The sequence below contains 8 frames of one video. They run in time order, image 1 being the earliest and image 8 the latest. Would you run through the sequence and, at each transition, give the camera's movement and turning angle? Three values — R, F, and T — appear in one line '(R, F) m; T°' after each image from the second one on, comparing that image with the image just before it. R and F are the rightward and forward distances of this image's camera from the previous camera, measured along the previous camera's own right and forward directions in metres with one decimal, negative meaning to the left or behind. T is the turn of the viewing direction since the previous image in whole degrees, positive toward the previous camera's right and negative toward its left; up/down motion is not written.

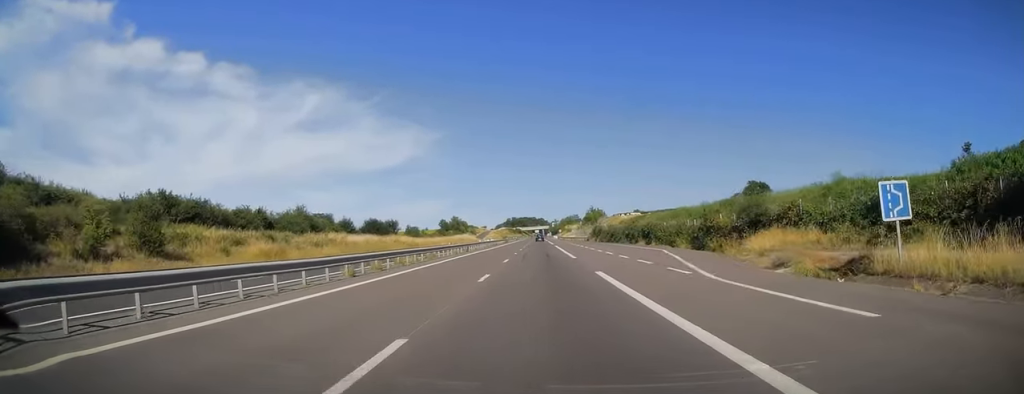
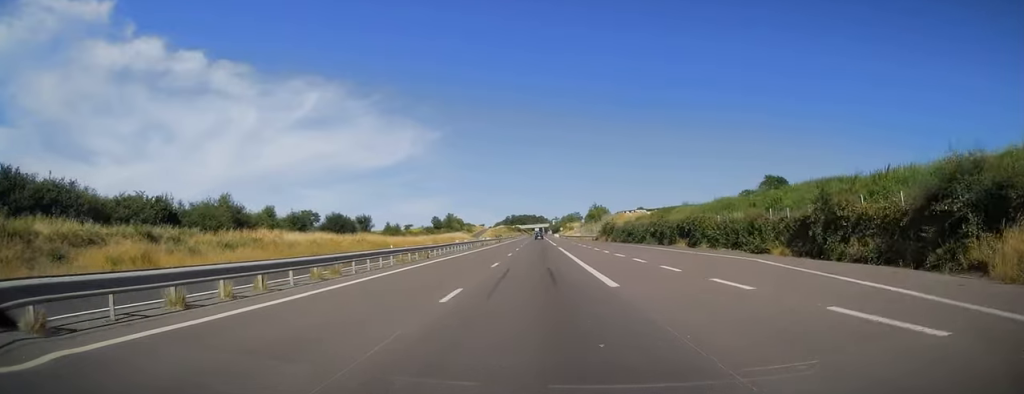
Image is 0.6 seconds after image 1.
(0.0, +18.6) m; 0°
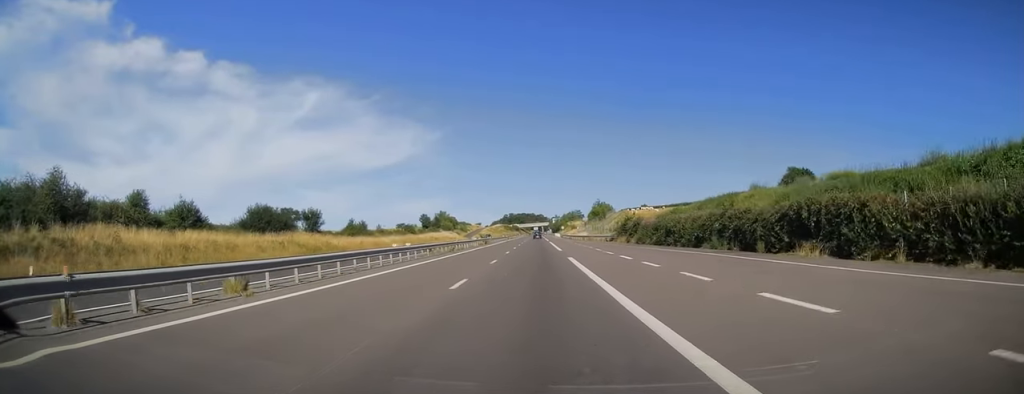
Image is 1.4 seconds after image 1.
(0.0, +23.0) m; 0°
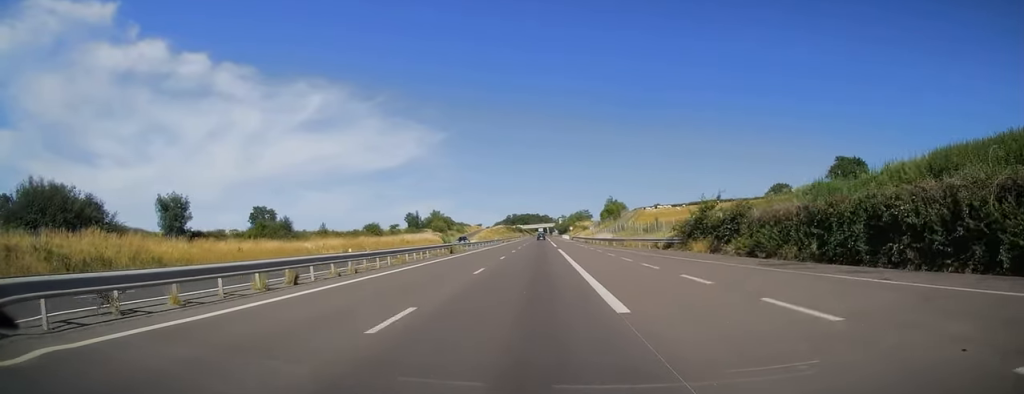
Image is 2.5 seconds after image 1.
(0.0, +32.3) m; -1°
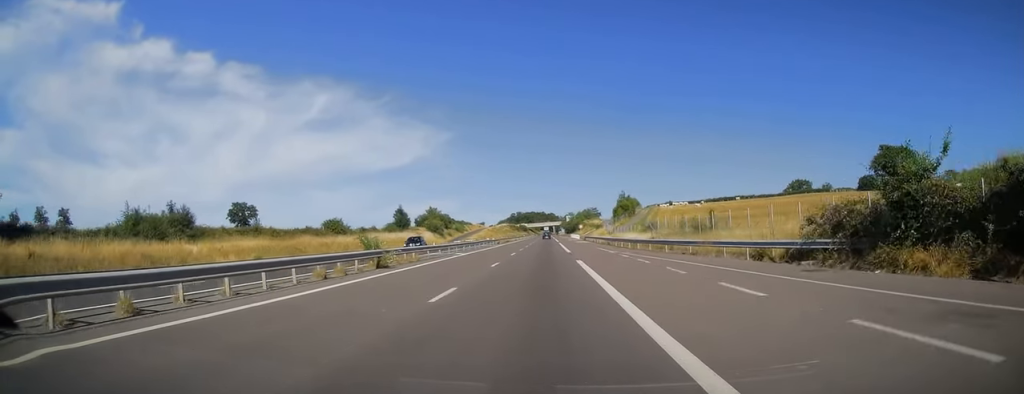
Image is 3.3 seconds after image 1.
(-0.3, +22.0) m; 0°
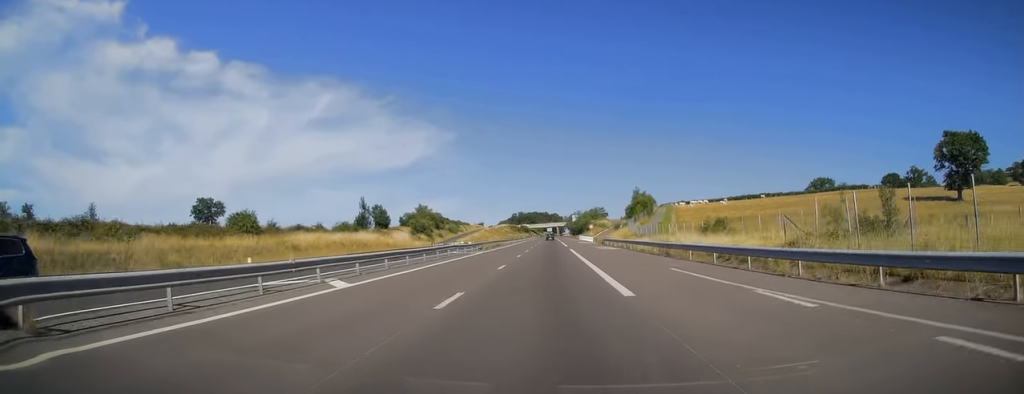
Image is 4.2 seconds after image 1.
(+0.3, +26.9) m; 0°
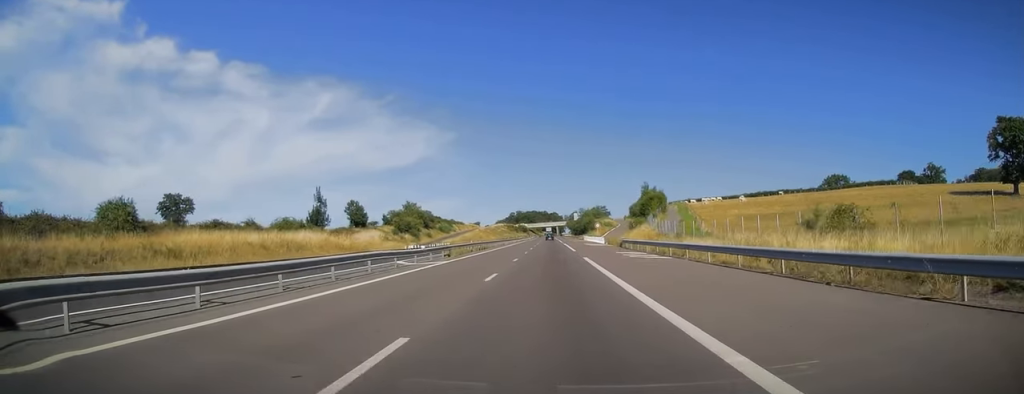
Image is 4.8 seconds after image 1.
(-0.1, +19.1) m; 0°
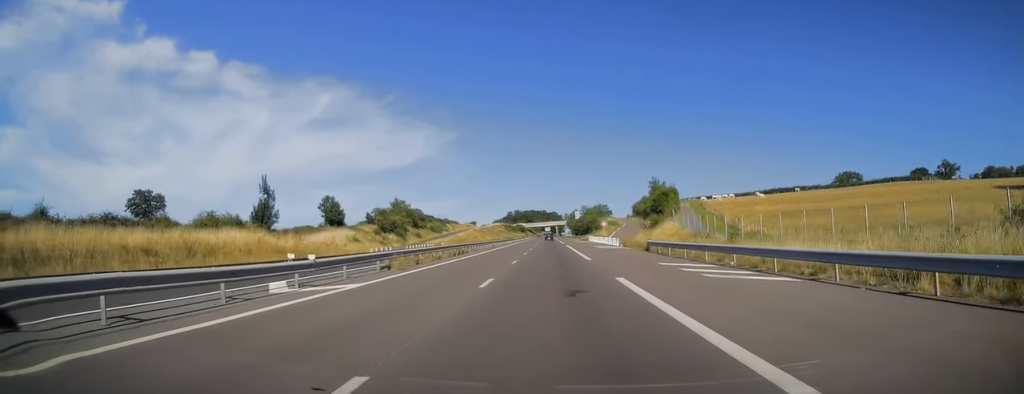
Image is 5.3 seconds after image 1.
(-0.3, +15.1) m; 0°
